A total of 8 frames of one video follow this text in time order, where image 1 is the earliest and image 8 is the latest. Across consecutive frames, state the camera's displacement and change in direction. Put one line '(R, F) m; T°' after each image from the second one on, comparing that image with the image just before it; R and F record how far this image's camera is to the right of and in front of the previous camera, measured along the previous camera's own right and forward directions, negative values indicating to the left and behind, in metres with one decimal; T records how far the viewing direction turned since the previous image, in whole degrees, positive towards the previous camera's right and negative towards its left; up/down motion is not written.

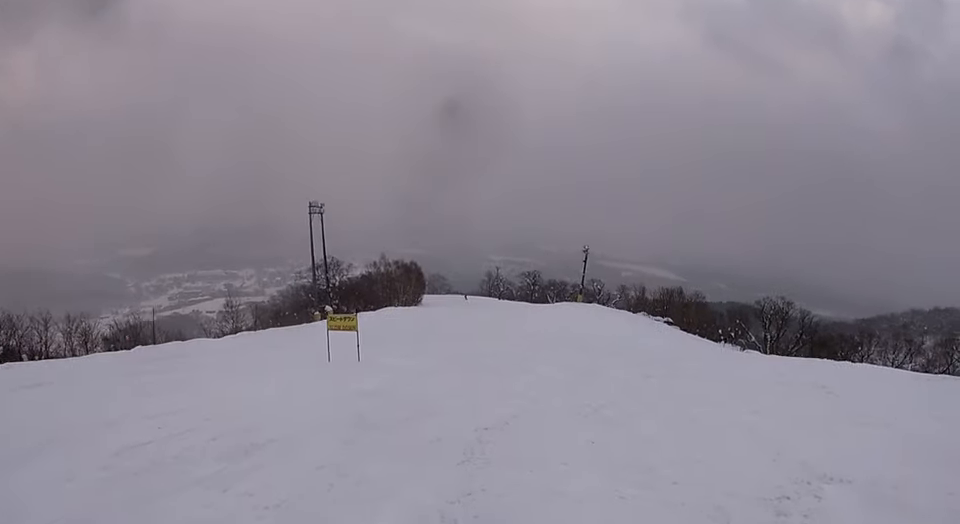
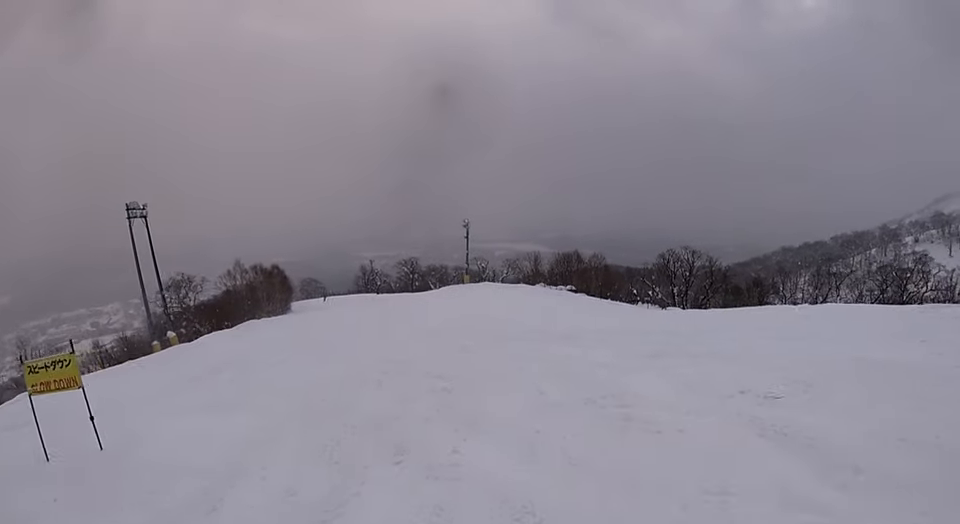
(+1.0, +8.7) m; +6°
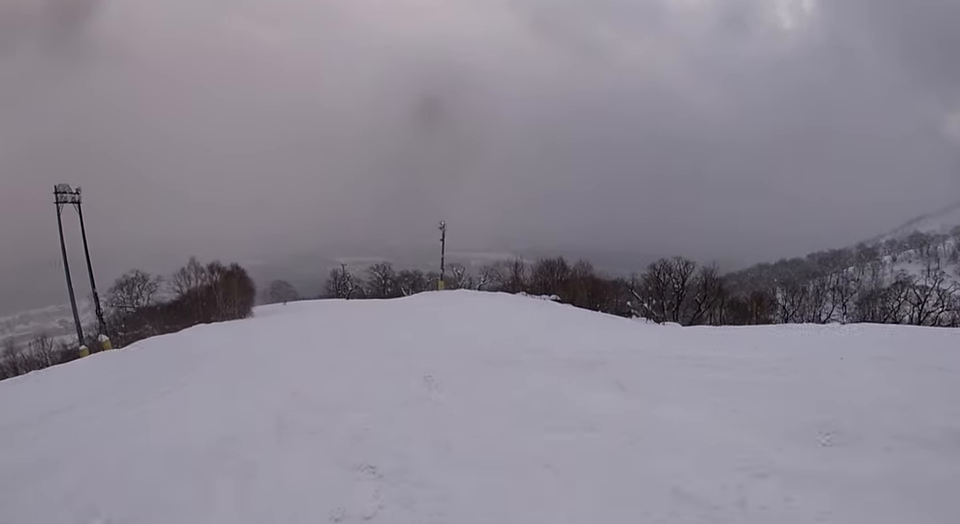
(+0.1, +5.6) m; -3°
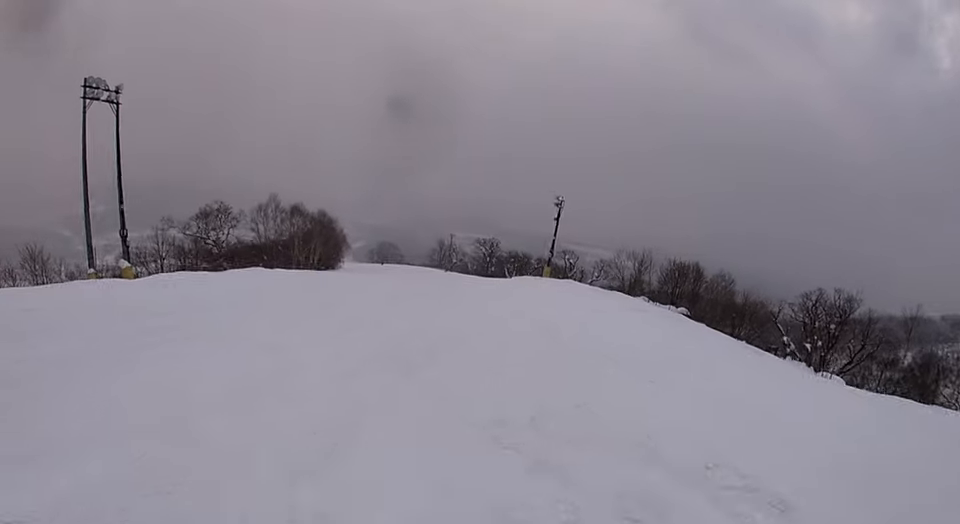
(-0.8, +9.8) m; -11°
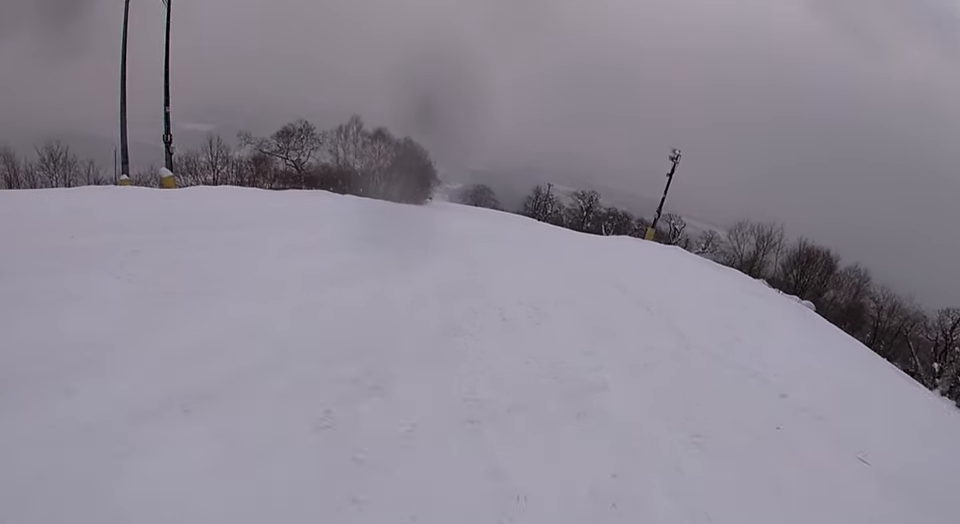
(-0.4, +5.5) m; -6°
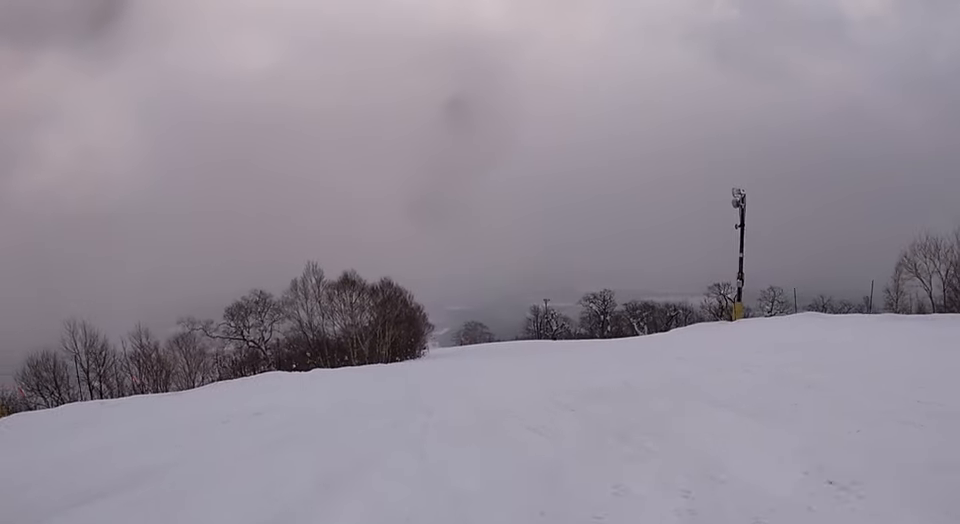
(-1.6, +15.7) m; -3°
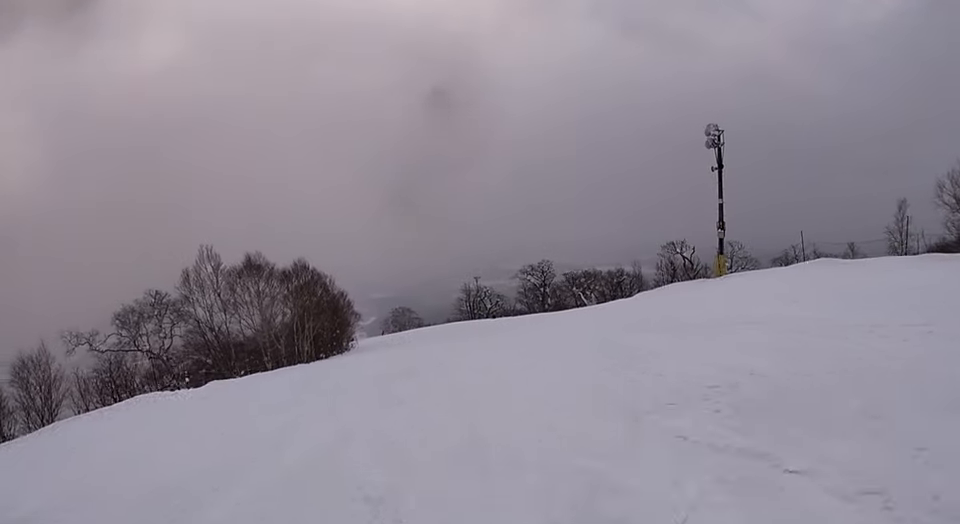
(+0.2, +6.5) m; +15°
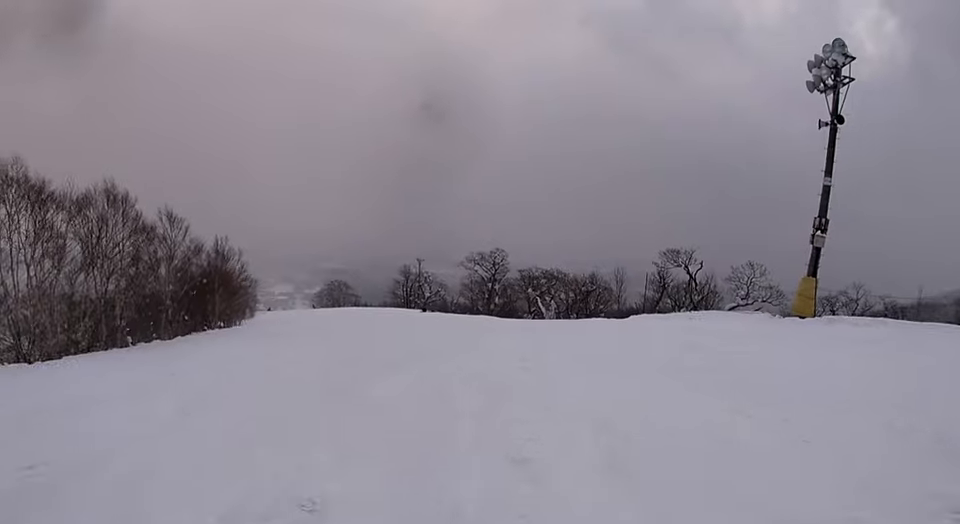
(+2.9, +15.7) m; +3°
